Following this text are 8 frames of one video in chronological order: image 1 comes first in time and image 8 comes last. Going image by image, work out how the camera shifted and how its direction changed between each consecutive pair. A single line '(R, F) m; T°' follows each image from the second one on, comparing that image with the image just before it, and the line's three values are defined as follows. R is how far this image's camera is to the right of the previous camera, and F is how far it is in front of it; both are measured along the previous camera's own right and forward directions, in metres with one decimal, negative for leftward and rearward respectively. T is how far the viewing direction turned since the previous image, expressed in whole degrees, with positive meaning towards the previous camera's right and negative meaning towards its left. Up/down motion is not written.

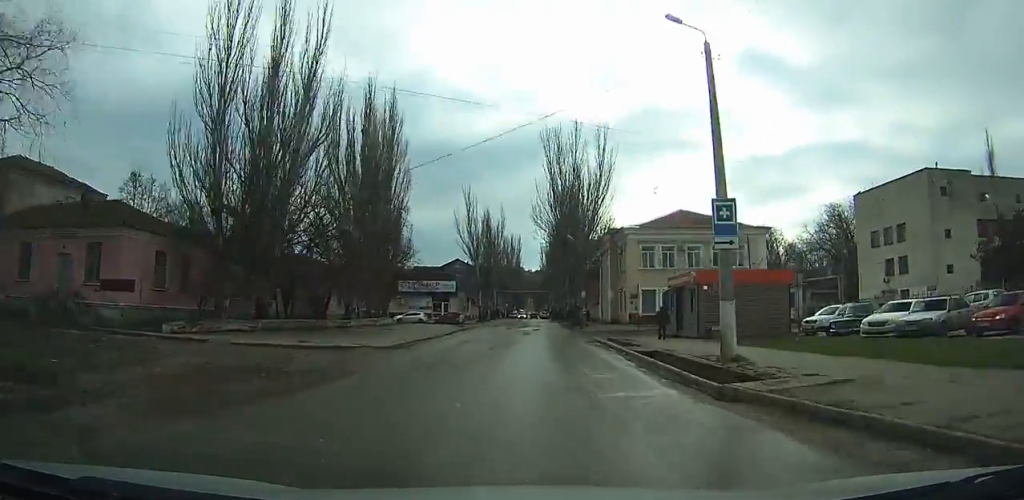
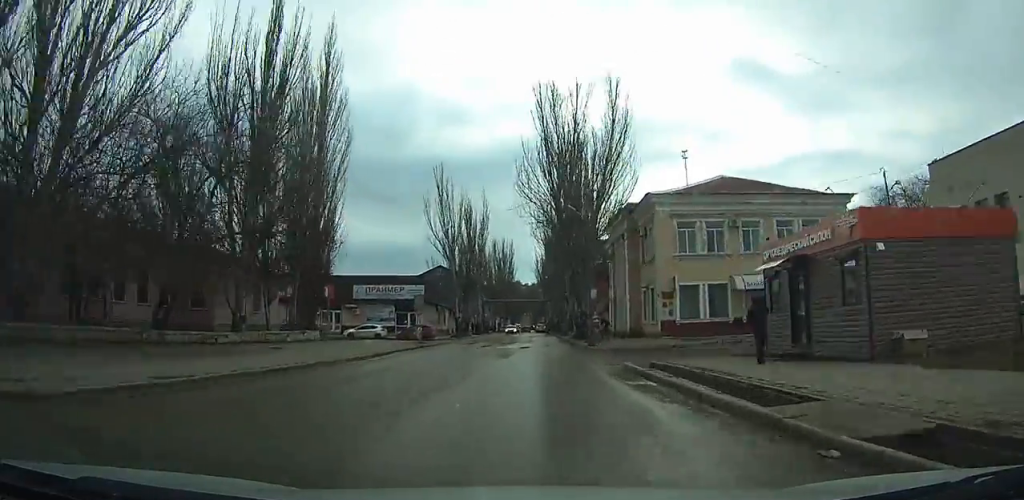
(-0.2, +16.3) m; -1°
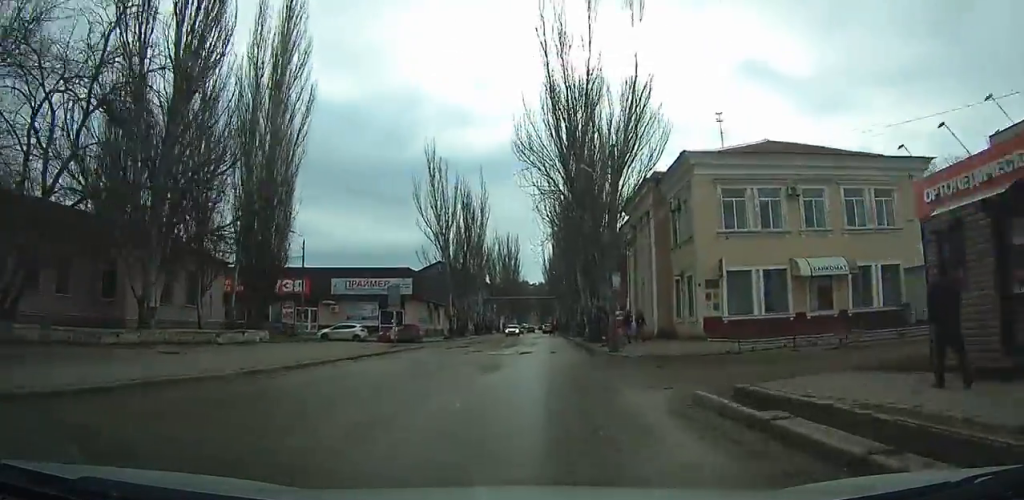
(-0.1, +8.2) m; -1°
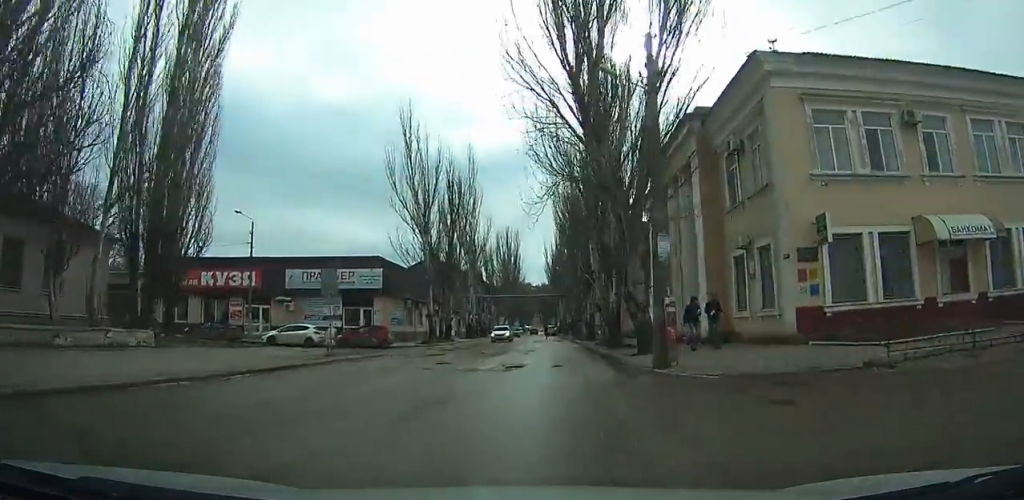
(0.0, +10.0) m; -1°
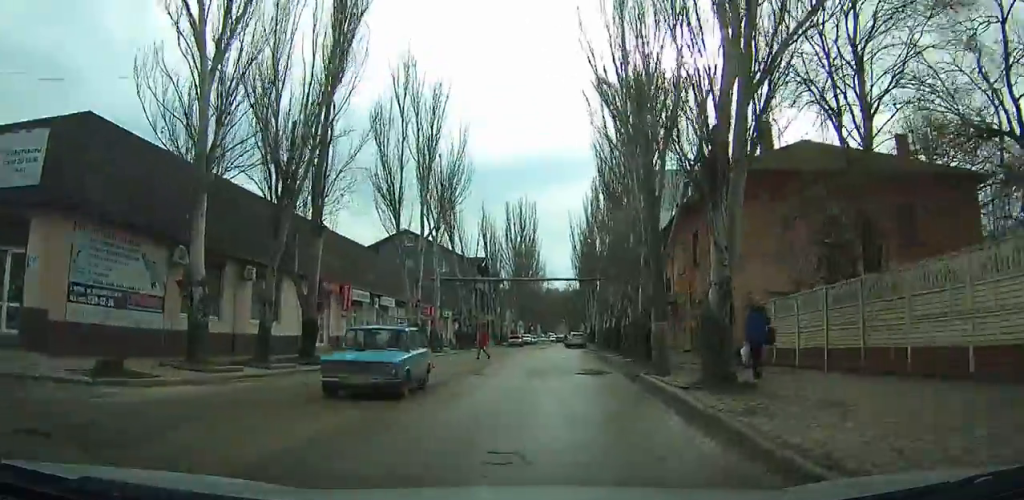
(-0.8, +31.6) m; -2°
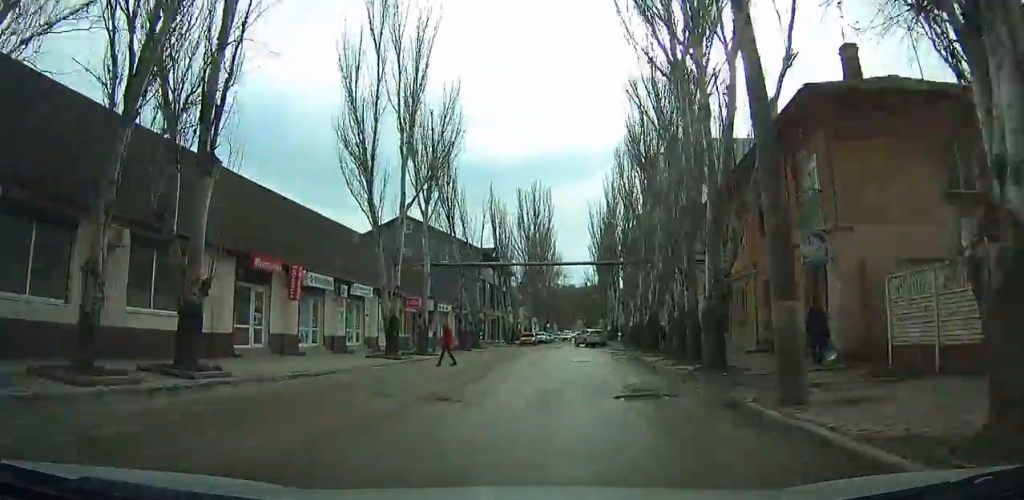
(0.0, +7.7) m; 0°
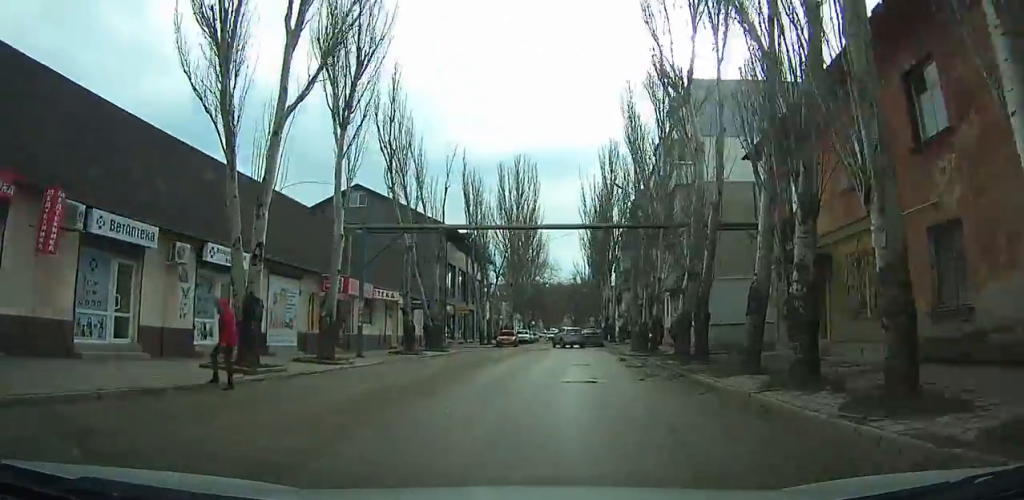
(0.0, +10.9) m; 0°
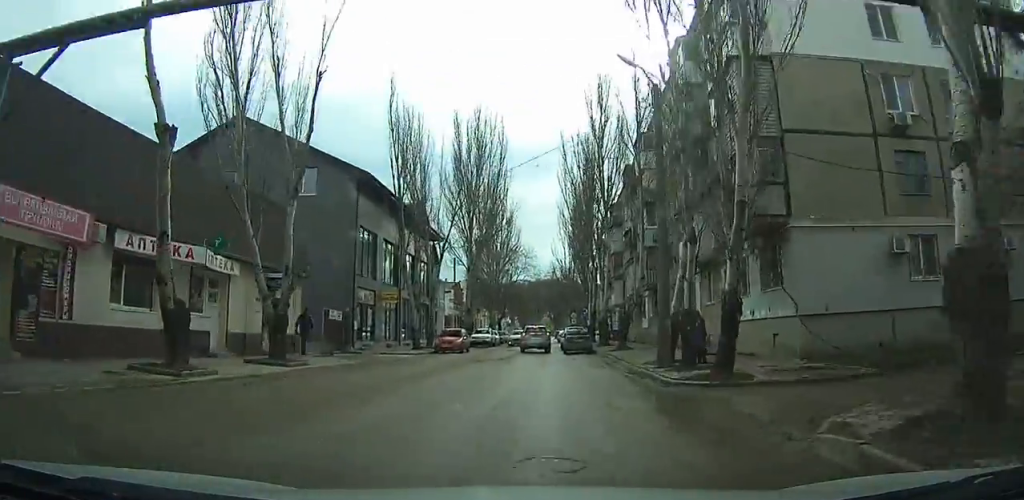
(+0.2, +14.5) m; +1°
